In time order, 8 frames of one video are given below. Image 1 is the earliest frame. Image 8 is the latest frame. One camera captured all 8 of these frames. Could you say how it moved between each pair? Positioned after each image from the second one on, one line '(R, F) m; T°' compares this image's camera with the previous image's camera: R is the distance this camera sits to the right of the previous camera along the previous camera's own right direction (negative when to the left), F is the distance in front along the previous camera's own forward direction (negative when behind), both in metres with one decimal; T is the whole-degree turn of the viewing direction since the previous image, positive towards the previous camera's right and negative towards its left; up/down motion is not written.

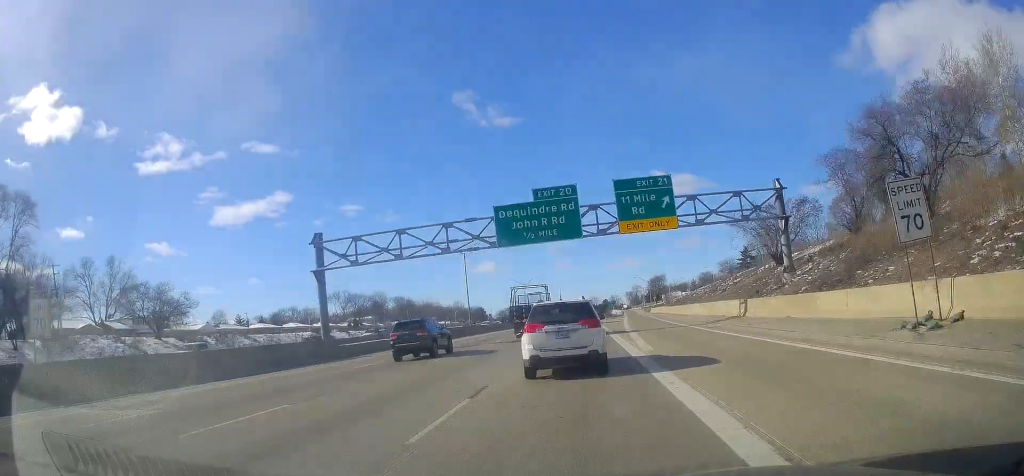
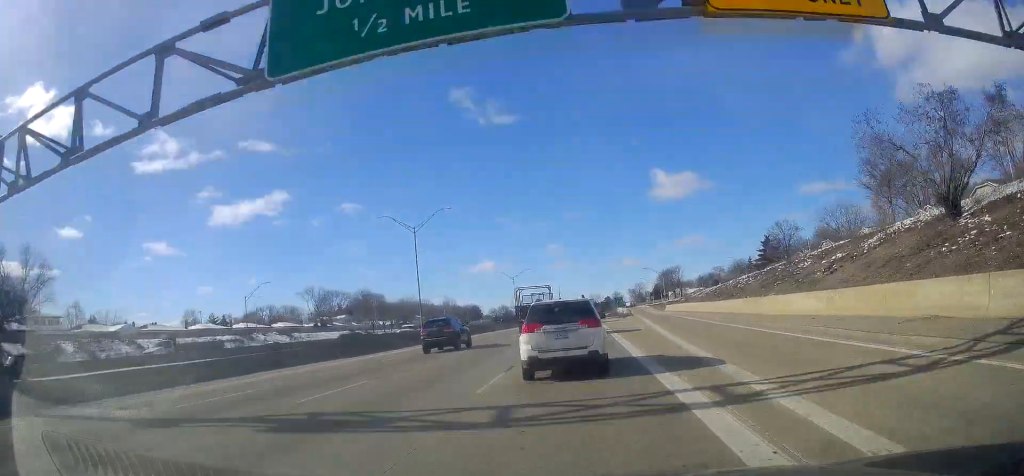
(0.0, +26.1) m; -1°
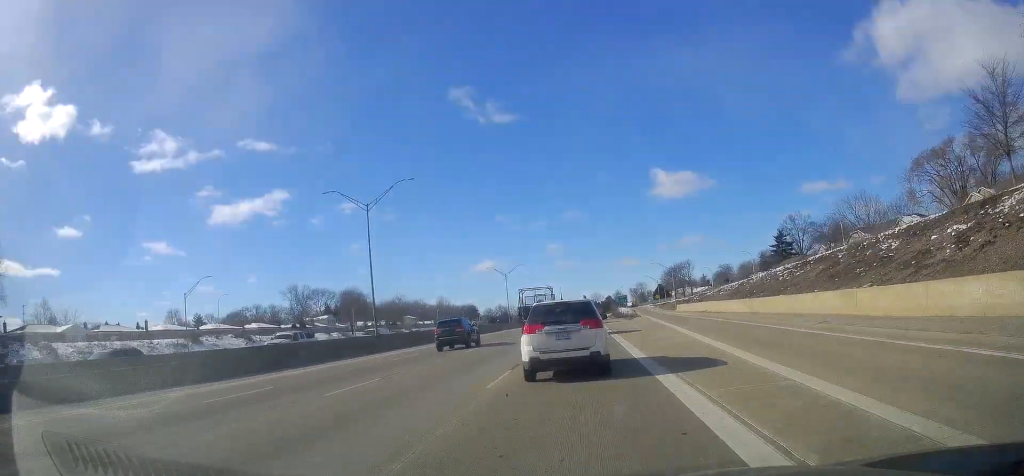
(-0.1, +13.9) m; -1°
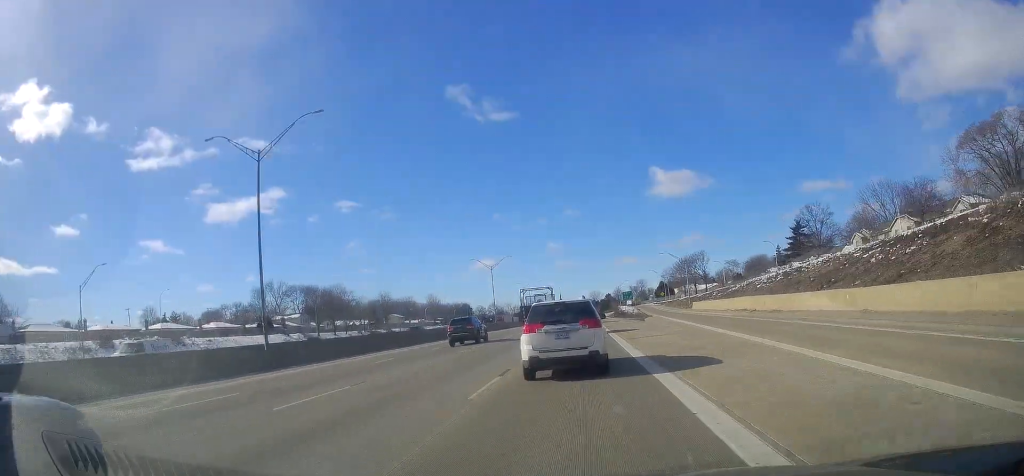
(0.0, +17.5) m; 0°
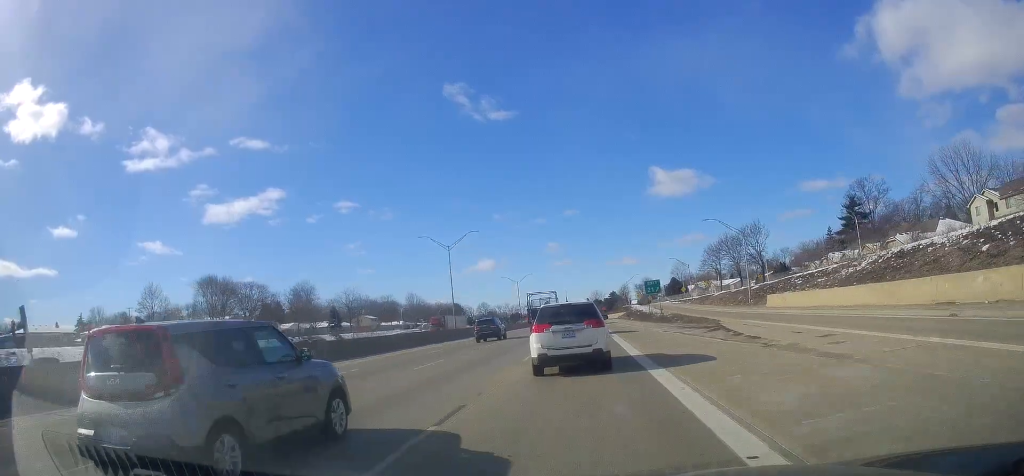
(0.0, +36.8) m; +1°
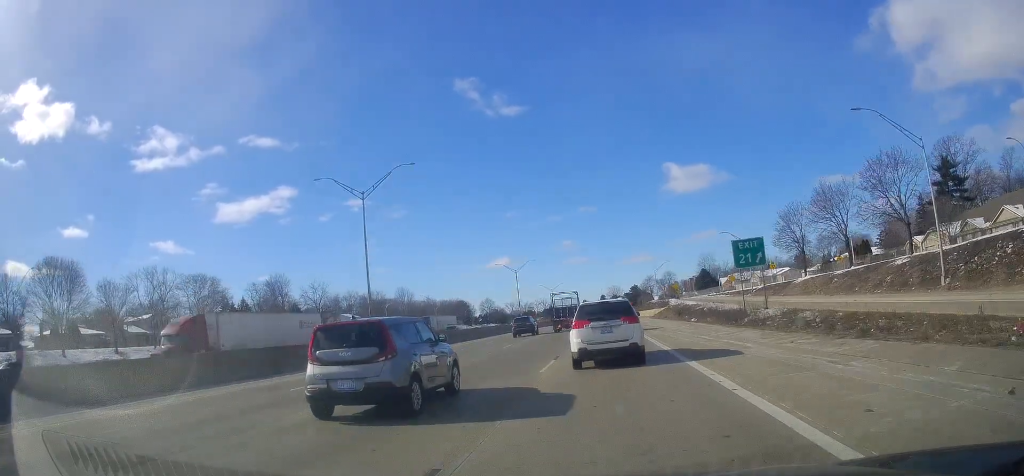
(+0.3, +34.9) m; -1°
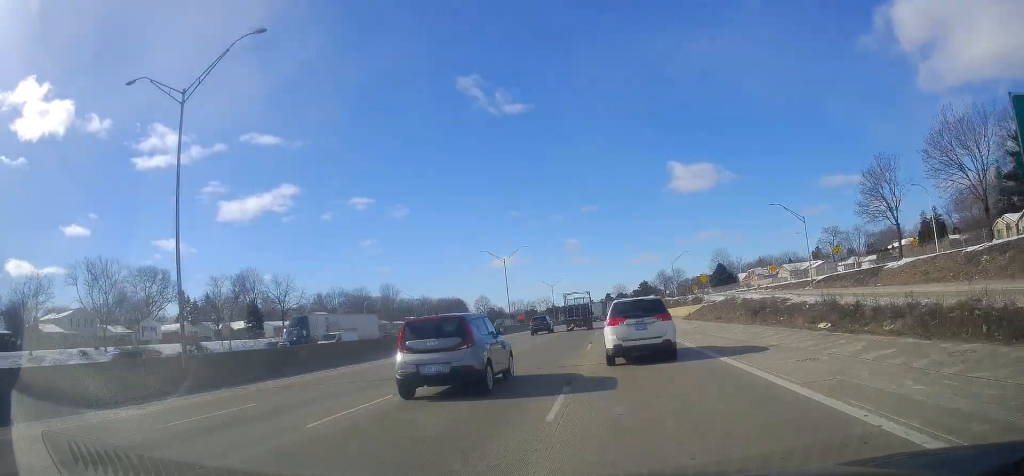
(-0.7, +22.0) m; -2°
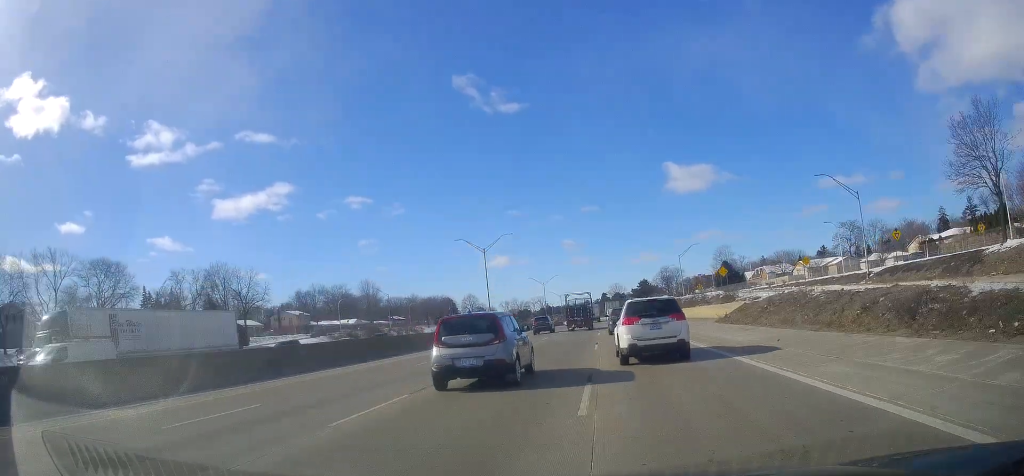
(0.0, +15.4) m; +1°
